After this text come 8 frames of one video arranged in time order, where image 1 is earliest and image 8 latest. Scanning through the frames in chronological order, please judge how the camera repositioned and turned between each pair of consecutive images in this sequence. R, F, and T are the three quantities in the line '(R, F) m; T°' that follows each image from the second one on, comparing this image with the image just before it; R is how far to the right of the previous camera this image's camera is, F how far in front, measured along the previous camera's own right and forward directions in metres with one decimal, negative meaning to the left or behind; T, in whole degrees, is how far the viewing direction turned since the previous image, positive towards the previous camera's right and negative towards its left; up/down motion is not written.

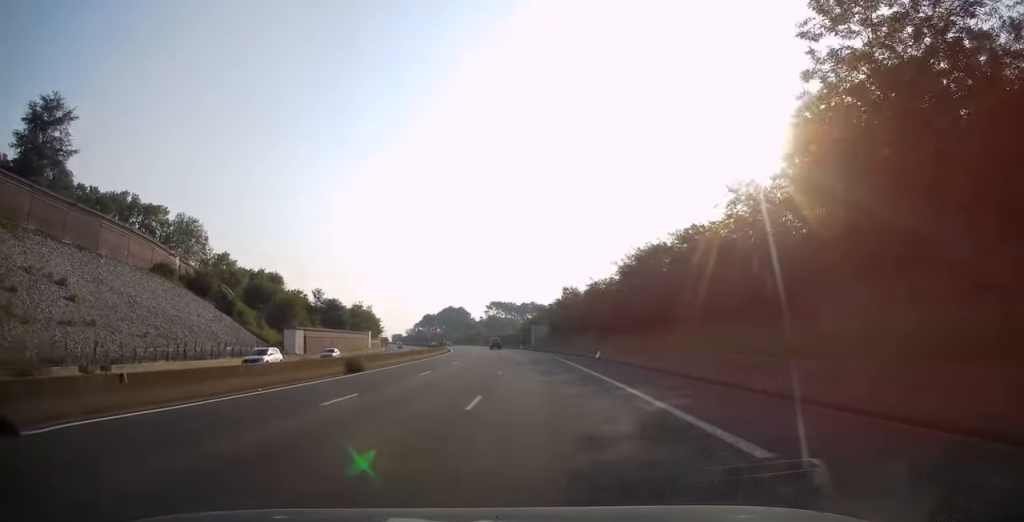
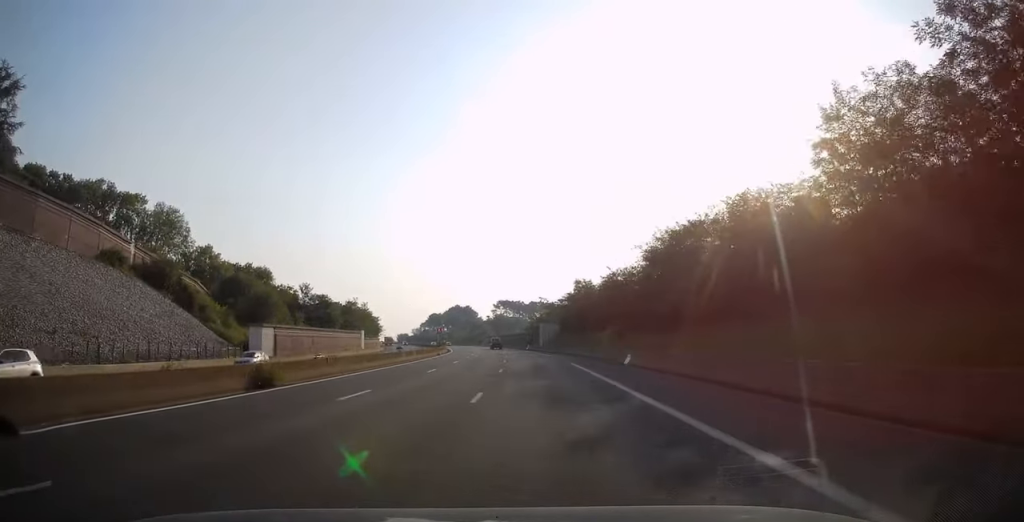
(-0.3, +11.8) m; -1°
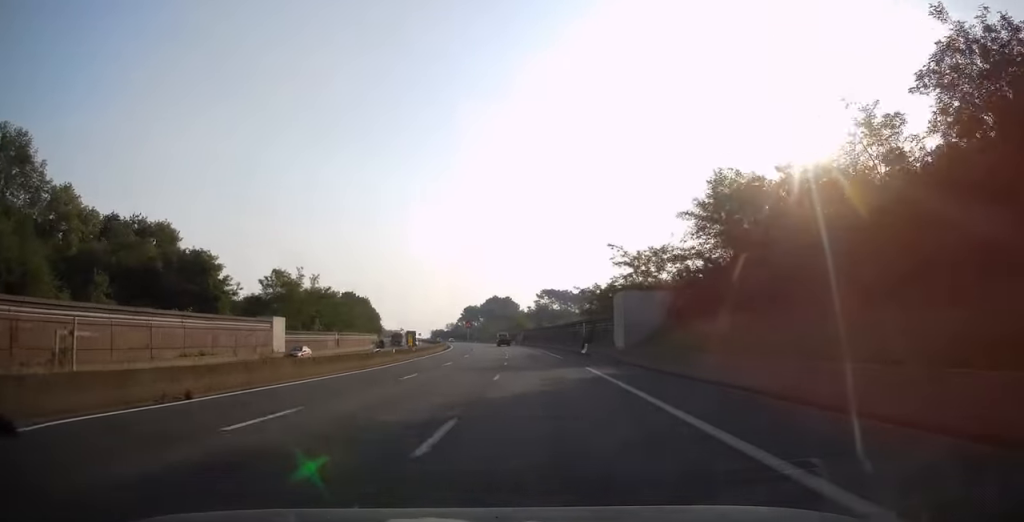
(-2.4, +58.3) m; -4°
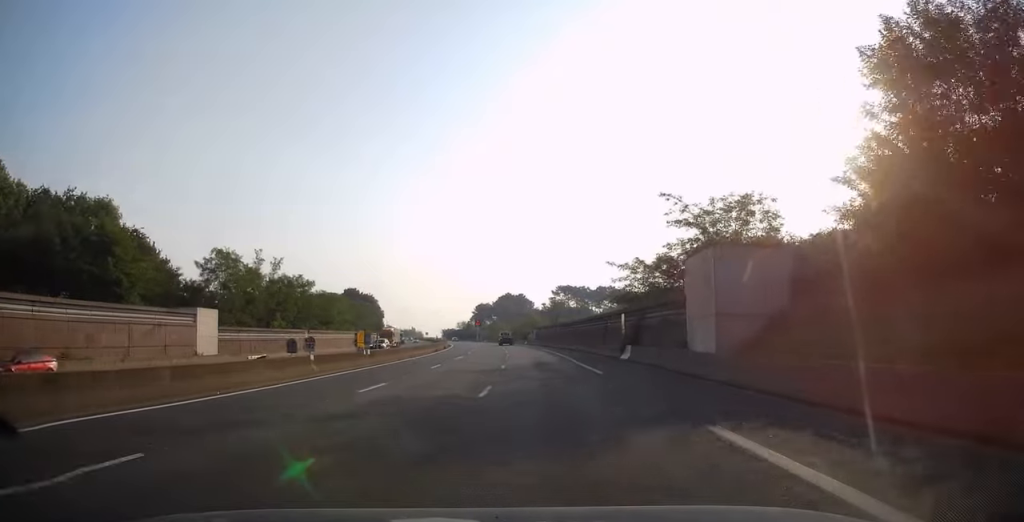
(-0.2, +18.7) m; -1°
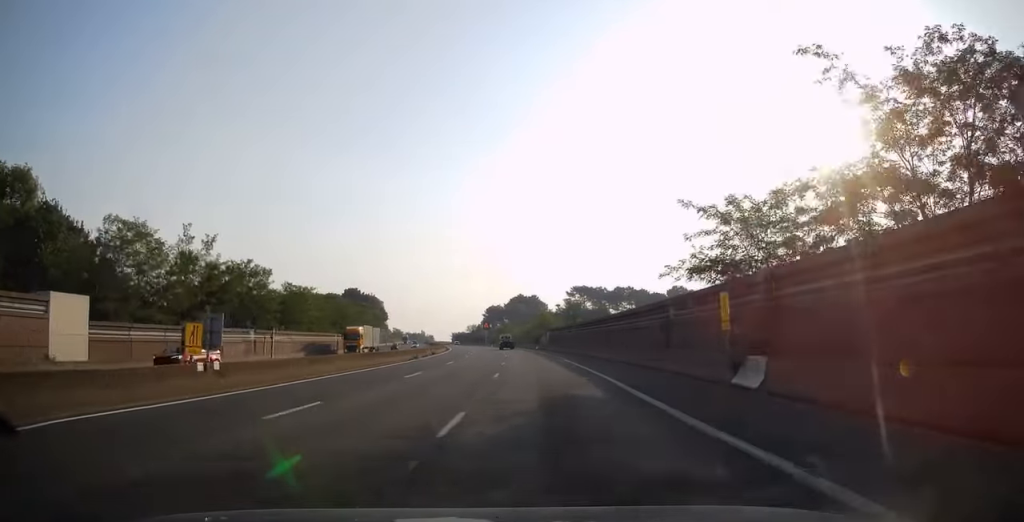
(0.0, +19.2) m; -1°
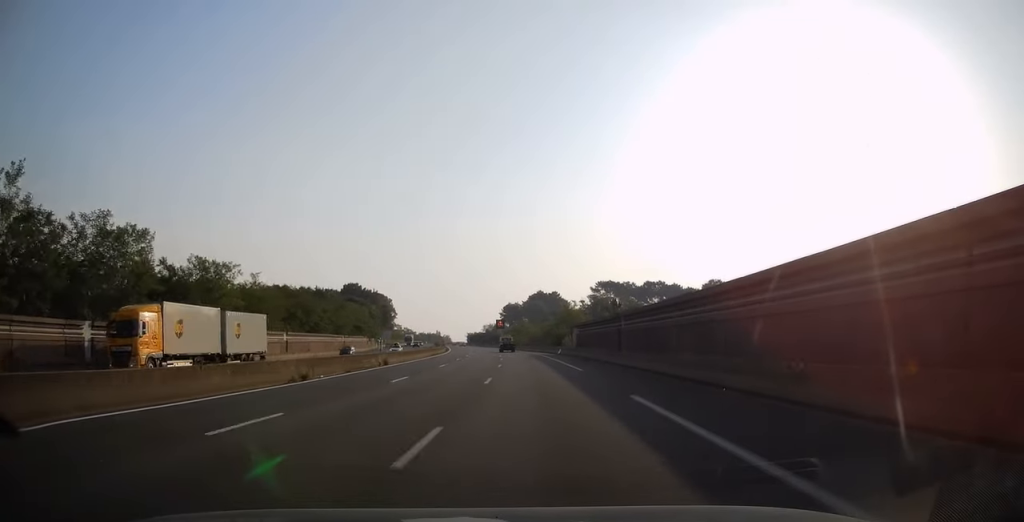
(-0.8, +28.1) m; -3°
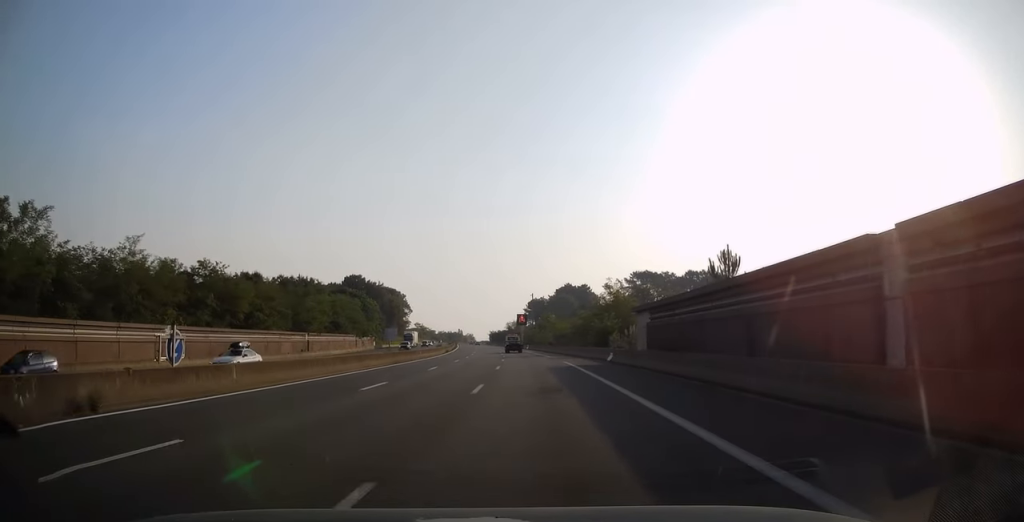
(-0.7, +30.1) m; -3°
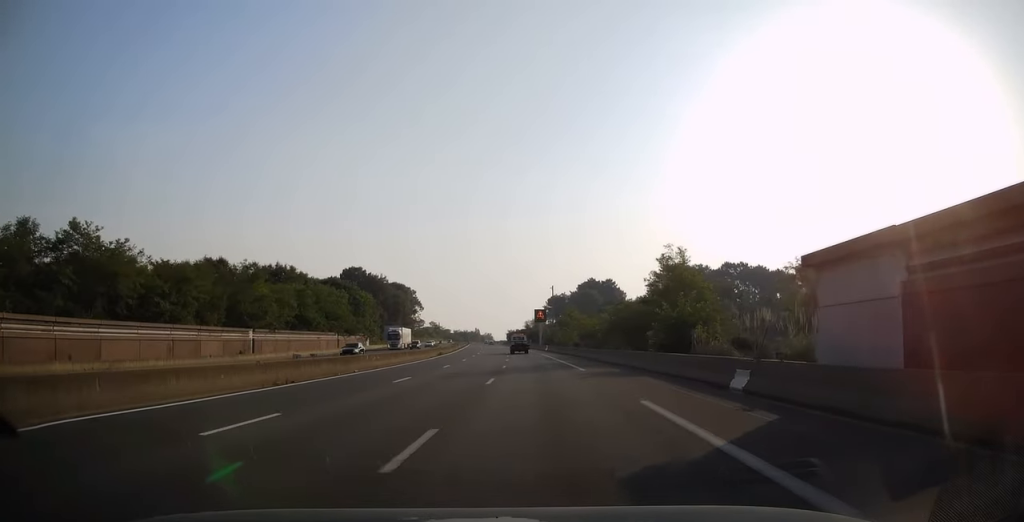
(-0.5, +22.7) m; -2°
